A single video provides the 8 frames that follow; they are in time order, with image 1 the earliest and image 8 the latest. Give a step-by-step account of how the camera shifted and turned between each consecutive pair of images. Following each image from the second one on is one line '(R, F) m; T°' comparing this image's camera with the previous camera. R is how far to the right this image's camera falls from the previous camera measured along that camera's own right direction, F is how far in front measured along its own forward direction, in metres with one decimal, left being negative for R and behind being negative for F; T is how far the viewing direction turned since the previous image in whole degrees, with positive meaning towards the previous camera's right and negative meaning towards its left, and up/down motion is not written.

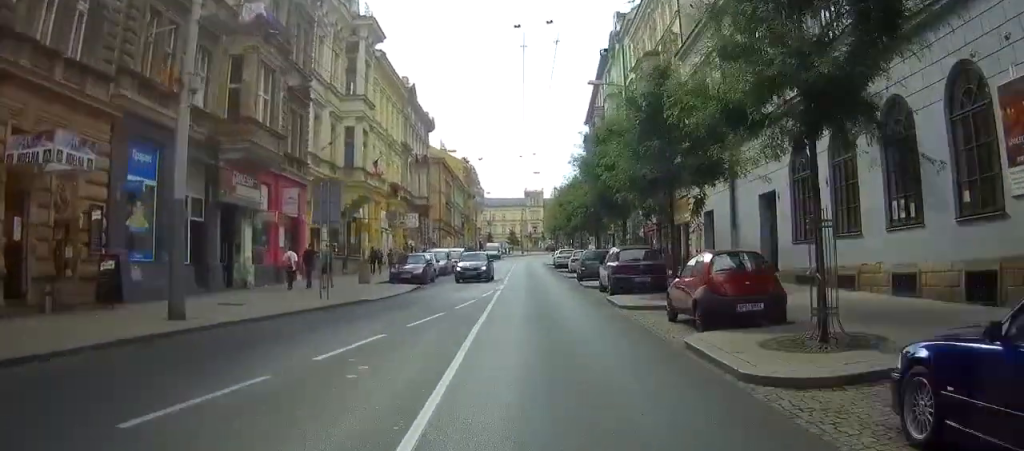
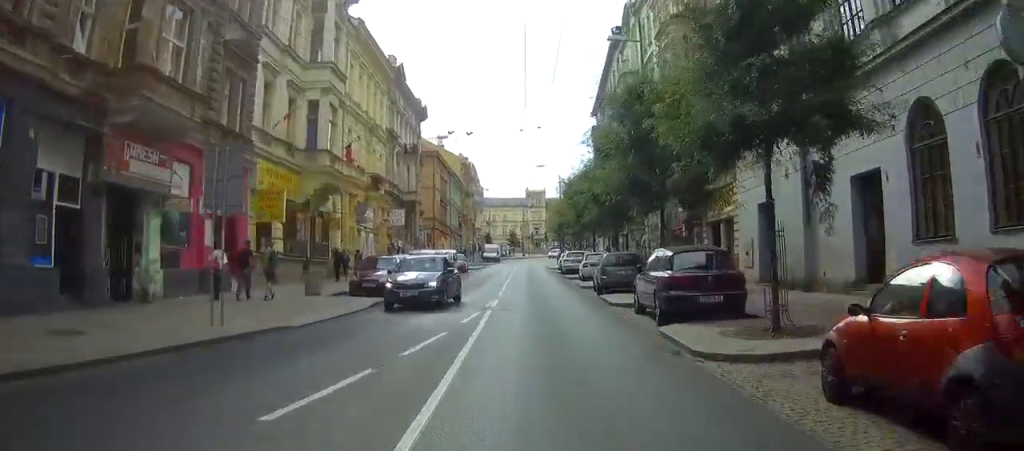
(-0.4, +6.4) m; -1°
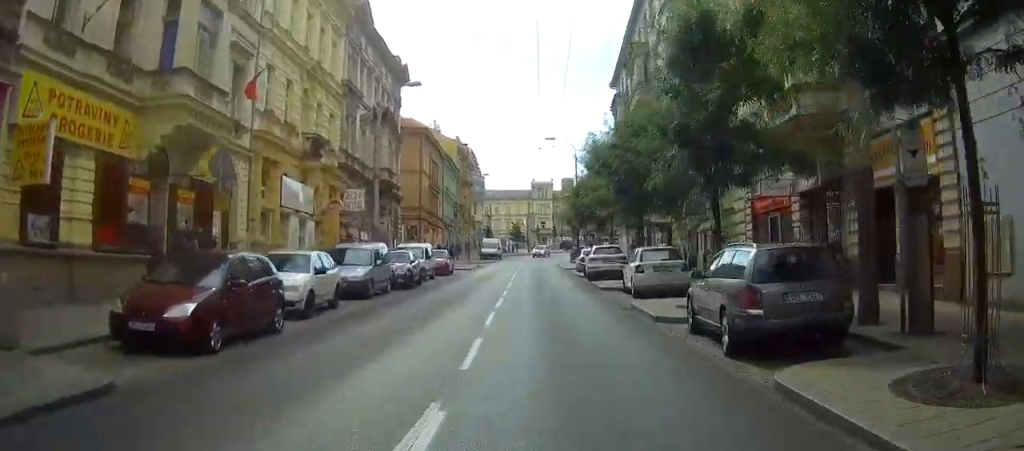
(+0.4, +13.2) m; 0°
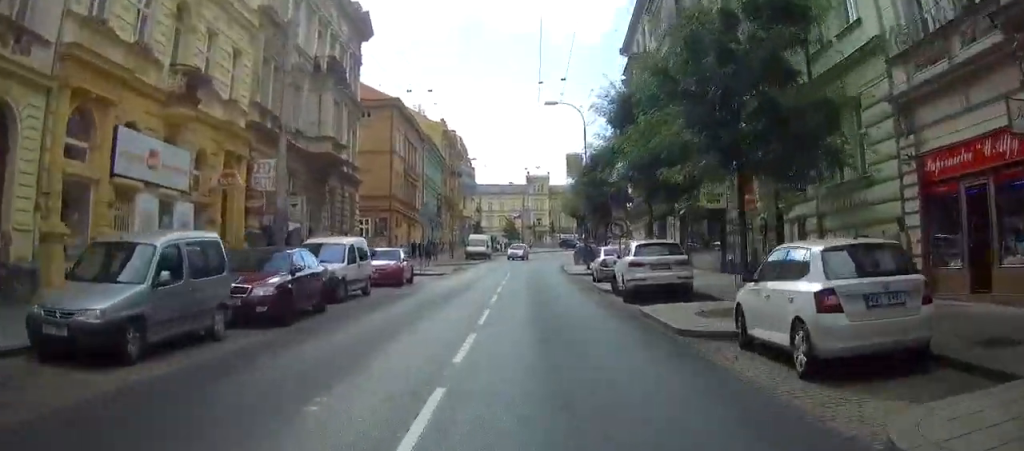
(-0.3, +11.5) m; -2°
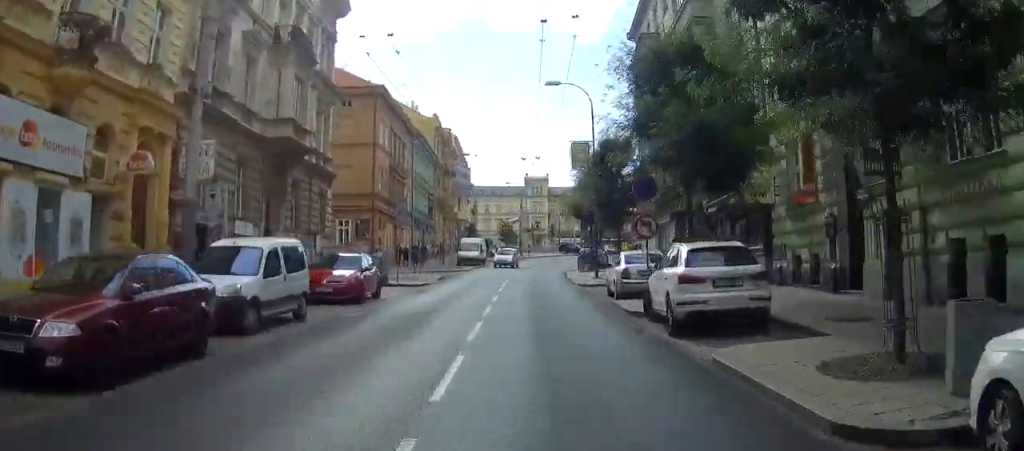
(0.0, +5.4) m; 0°
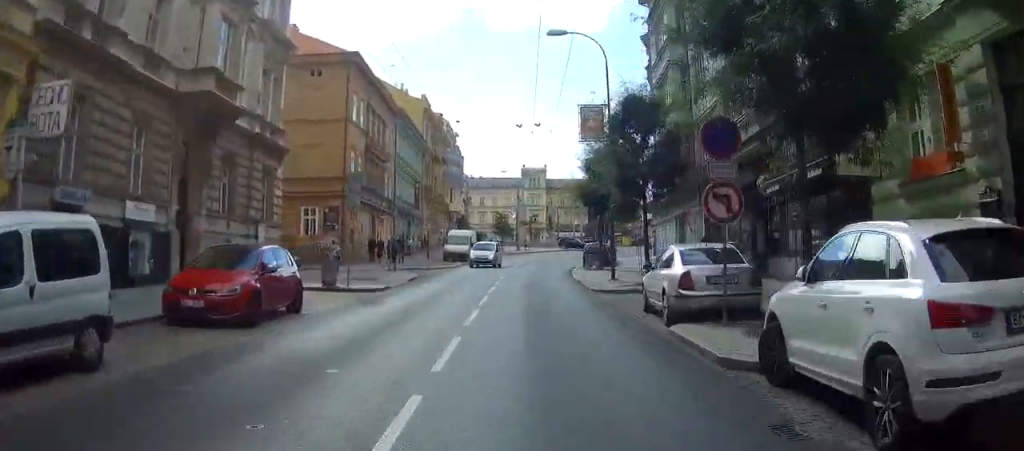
(0.0, +7.1) m; 0°
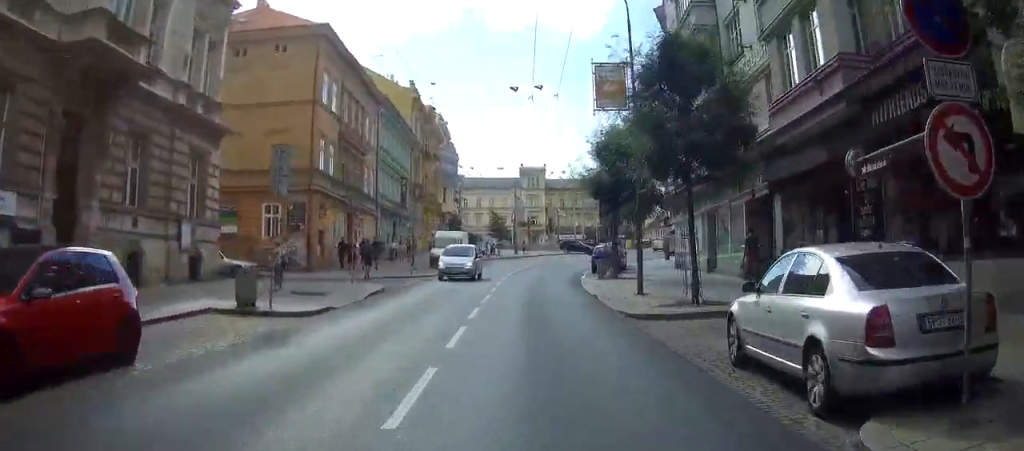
(-0.1, +6.4) m; 0°
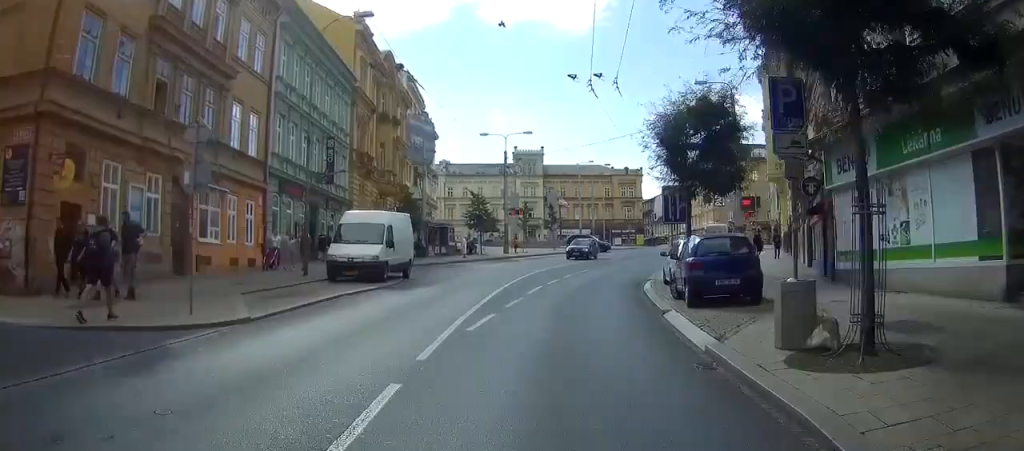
(+0.4, +22.9) m; +3°
